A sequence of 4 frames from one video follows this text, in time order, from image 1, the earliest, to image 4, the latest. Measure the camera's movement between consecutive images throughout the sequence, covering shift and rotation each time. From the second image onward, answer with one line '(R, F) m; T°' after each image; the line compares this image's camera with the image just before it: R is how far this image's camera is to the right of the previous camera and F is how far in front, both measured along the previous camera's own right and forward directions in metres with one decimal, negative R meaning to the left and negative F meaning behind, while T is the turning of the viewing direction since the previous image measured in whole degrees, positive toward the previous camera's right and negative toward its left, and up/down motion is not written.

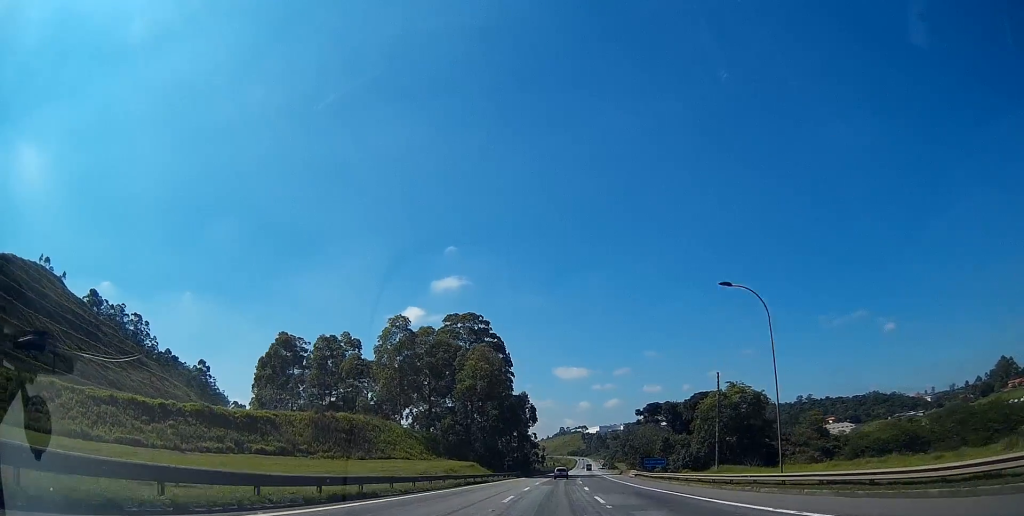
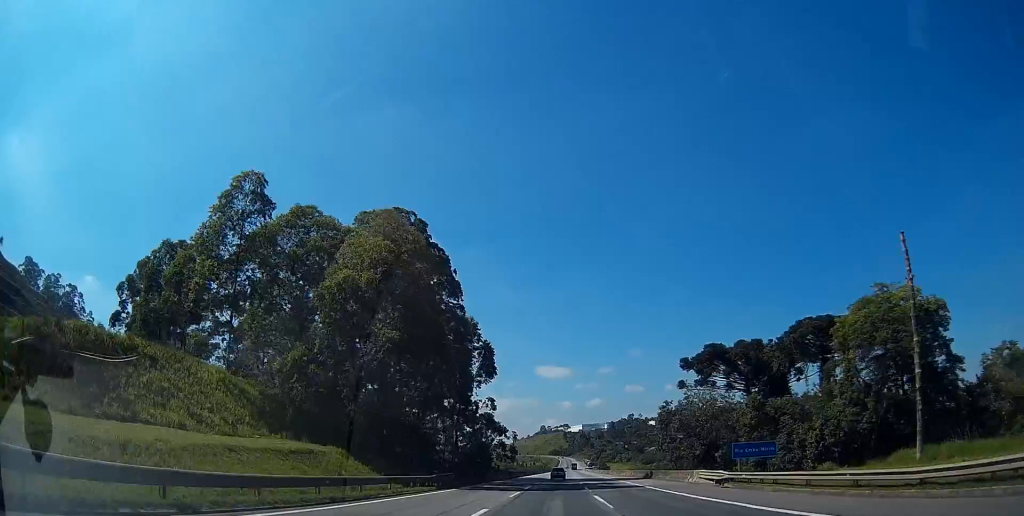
(+0.5, +46.0) m; +1°
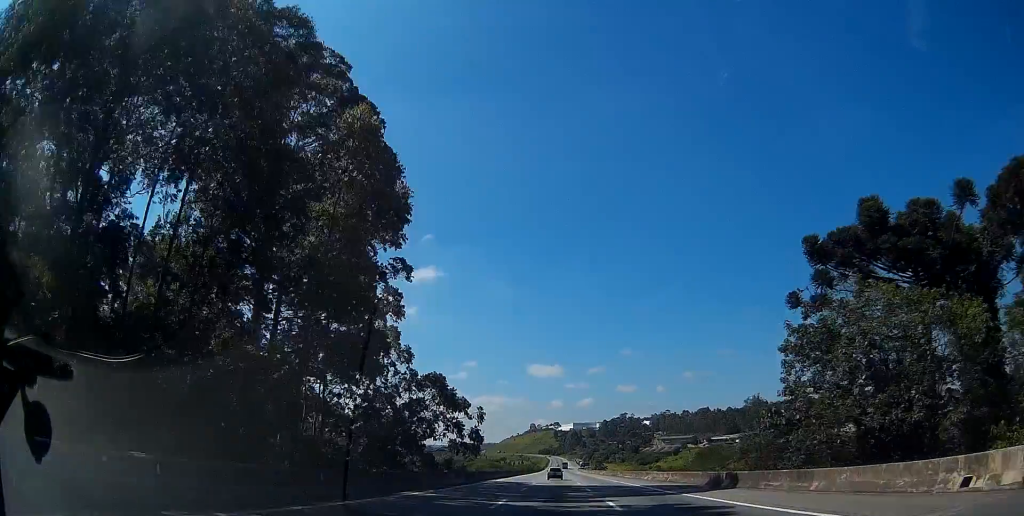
(+0.2, +35.4) m; 0°
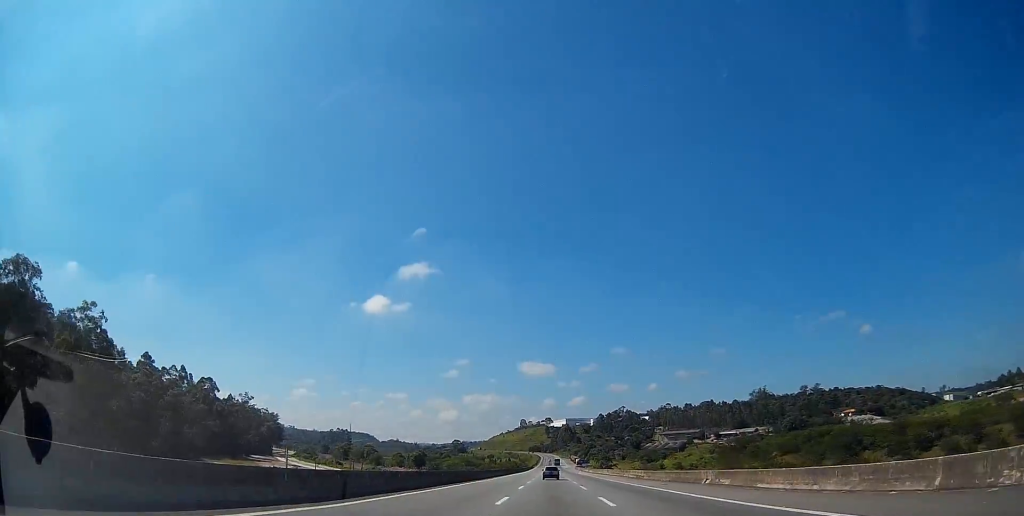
(+0.8, +59.2) m; +2°
